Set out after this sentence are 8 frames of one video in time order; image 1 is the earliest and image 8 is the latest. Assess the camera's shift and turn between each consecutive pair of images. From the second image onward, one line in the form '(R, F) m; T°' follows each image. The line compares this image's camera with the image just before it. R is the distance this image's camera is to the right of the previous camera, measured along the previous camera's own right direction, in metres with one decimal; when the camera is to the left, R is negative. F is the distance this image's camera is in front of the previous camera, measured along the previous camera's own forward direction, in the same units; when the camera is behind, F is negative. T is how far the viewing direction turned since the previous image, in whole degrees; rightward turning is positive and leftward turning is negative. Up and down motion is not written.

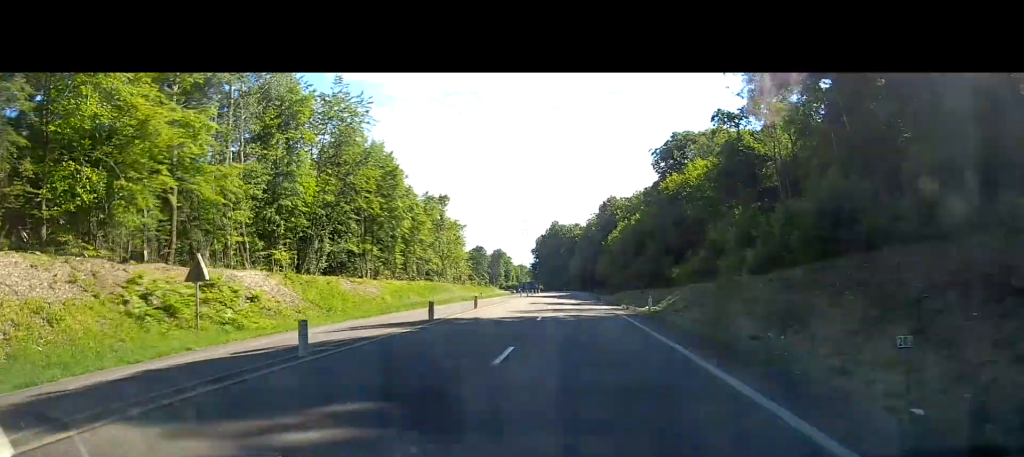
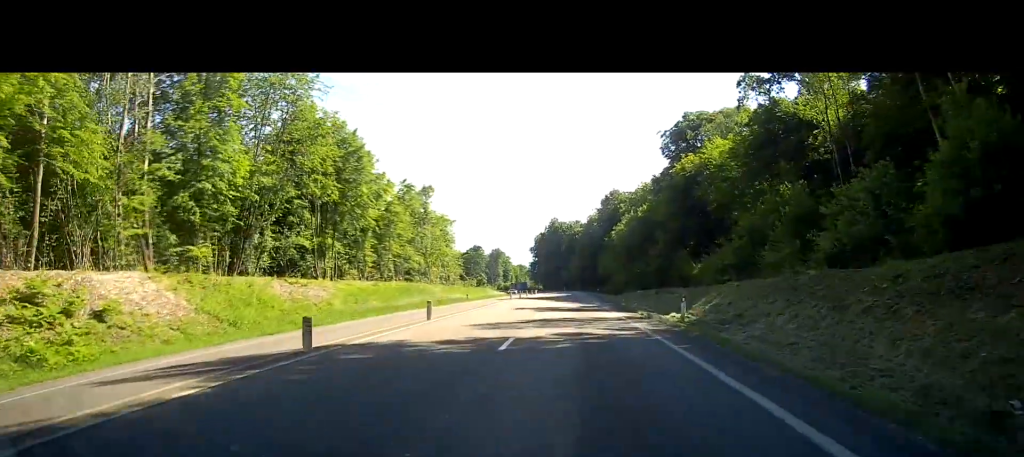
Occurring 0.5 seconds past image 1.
(-0.1, +11.7) m; 0°
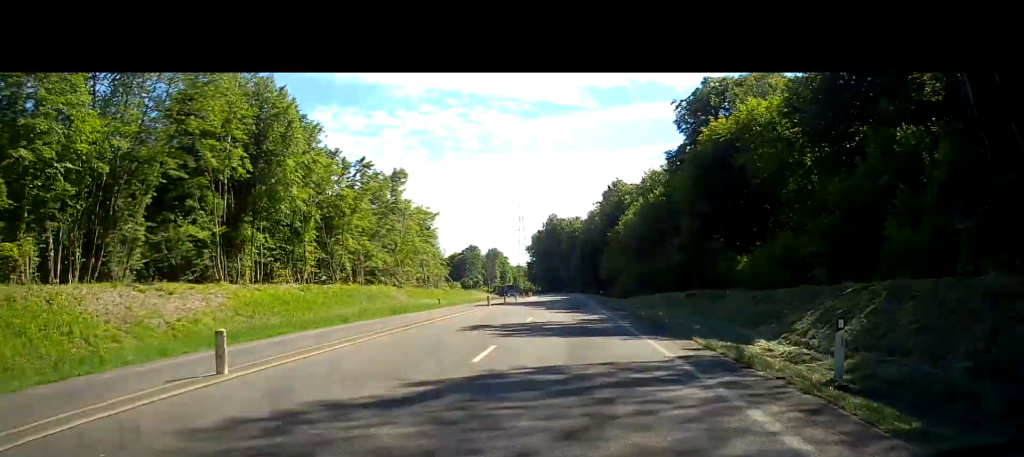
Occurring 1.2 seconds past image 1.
(0.0, +15.4) m; 0°
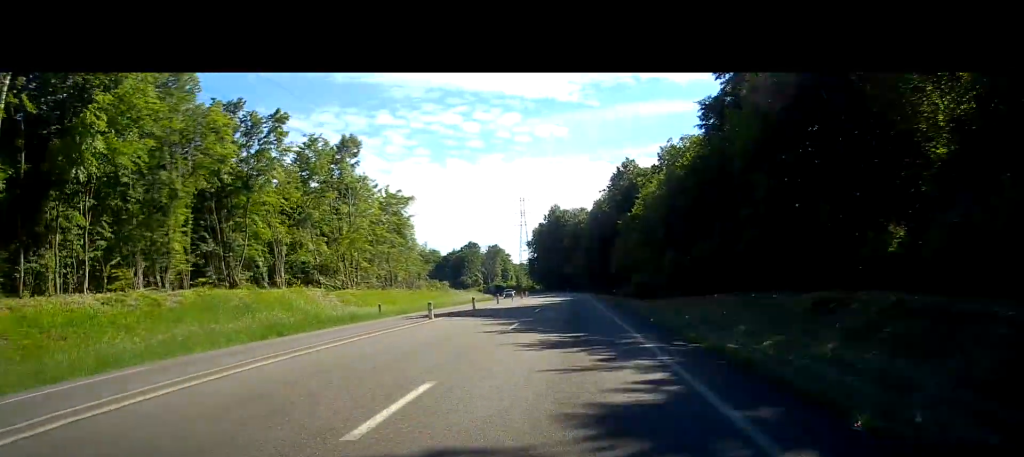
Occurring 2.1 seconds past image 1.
(-0.1, +18.9) m; 0°
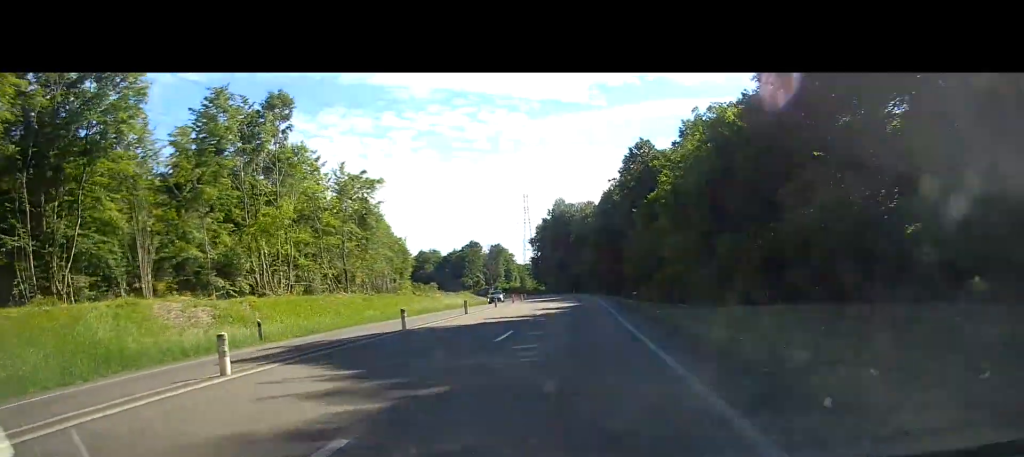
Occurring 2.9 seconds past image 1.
(-0.1, +16.5) m; 0°
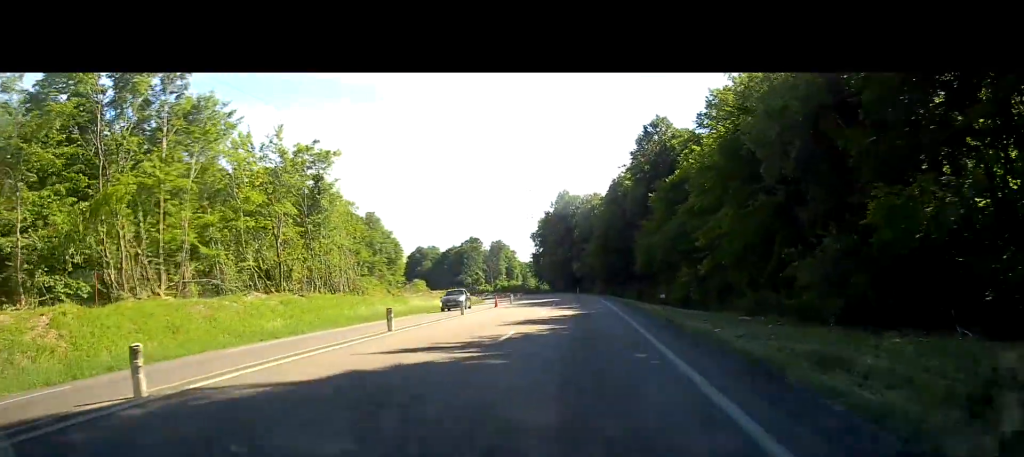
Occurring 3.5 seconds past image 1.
(0.0, +14.2) m; 0°
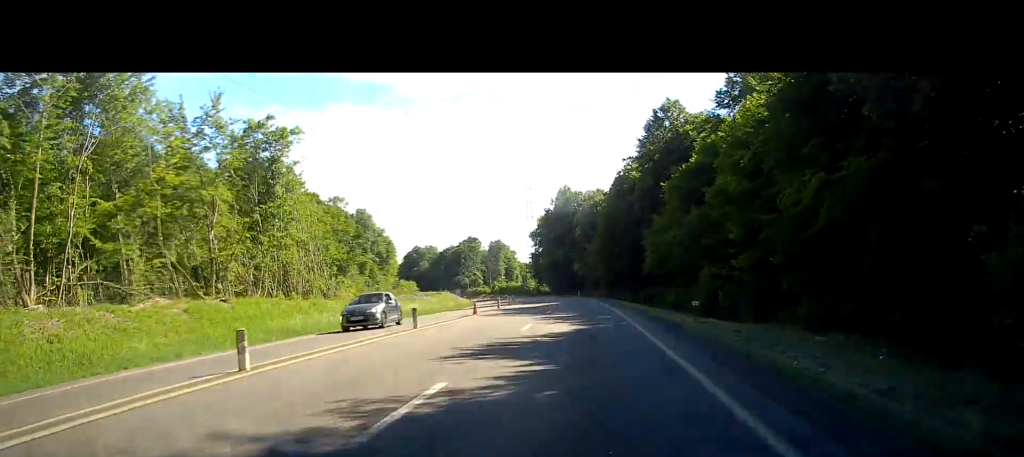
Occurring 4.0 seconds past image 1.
(0.0, +9.1) m; 0°
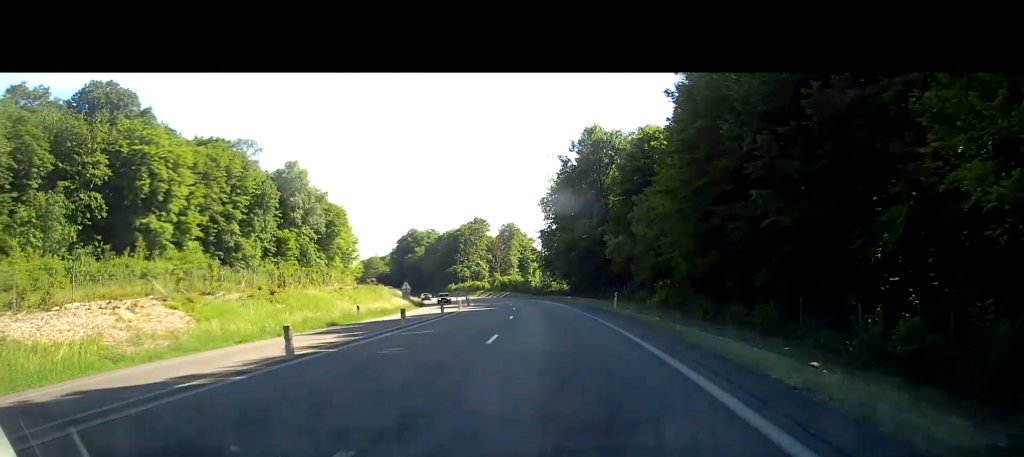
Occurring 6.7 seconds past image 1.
(-1.3, +57.1) m; -4°
